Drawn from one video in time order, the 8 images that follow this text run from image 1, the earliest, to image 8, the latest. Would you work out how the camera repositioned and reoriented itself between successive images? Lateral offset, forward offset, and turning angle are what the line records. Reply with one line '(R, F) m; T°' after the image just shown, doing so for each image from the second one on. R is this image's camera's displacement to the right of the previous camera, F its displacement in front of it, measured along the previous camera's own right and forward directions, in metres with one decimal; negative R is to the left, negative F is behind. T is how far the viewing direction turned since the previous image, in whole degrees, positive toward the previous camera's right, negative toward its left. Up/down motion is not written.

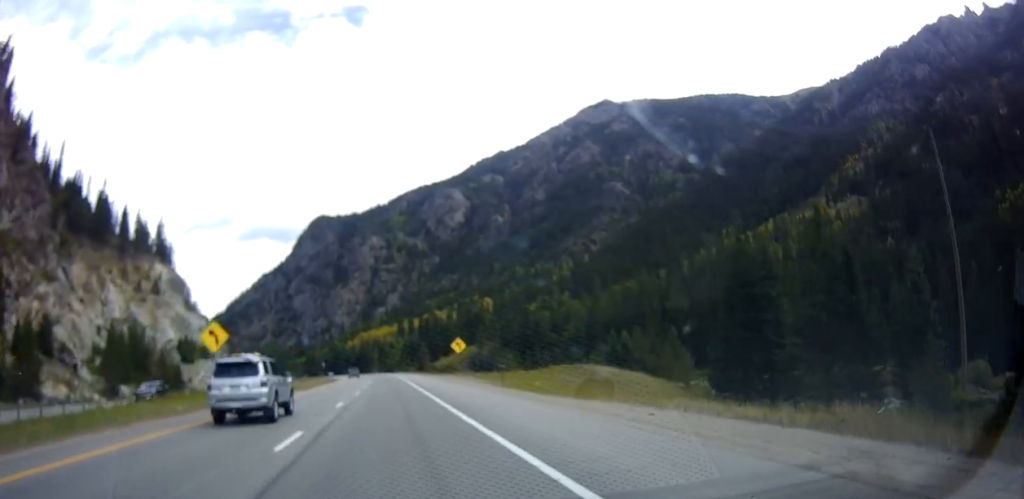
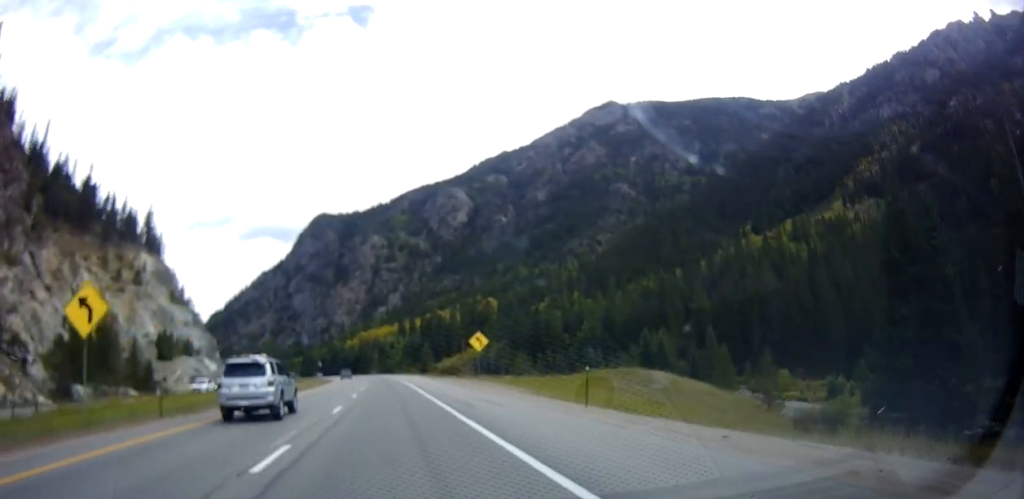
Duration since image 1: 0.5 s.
(0.0, +14.7) m; 0°
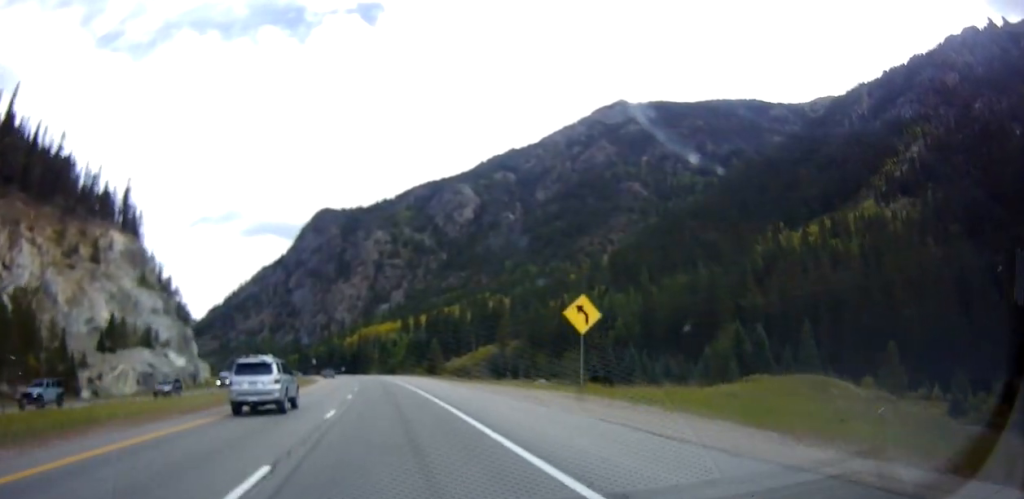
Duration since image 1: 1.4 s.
(+0.1, +26.9) m; 0°
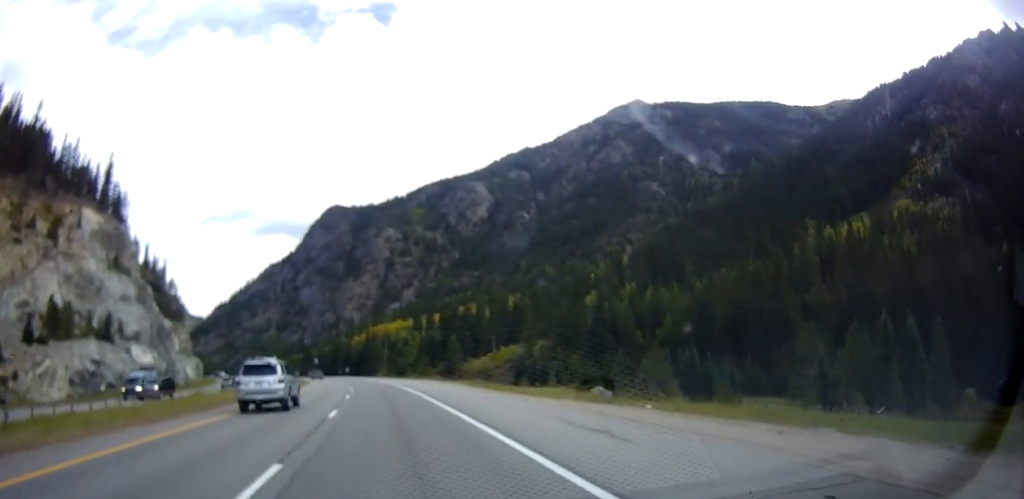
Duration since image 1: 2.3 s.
(+0.1, +24.0) m; 0°
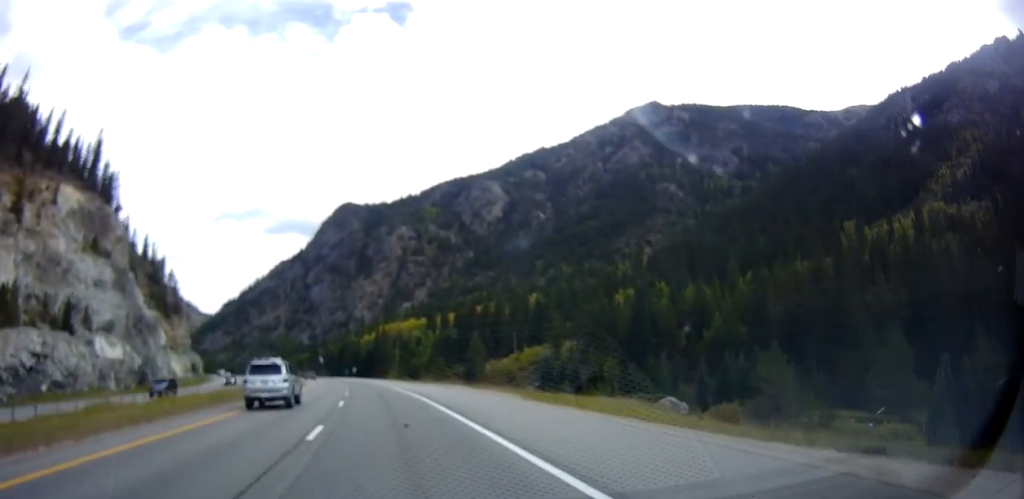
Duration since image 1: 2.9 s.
(-0.2, +17.6) m; 0°
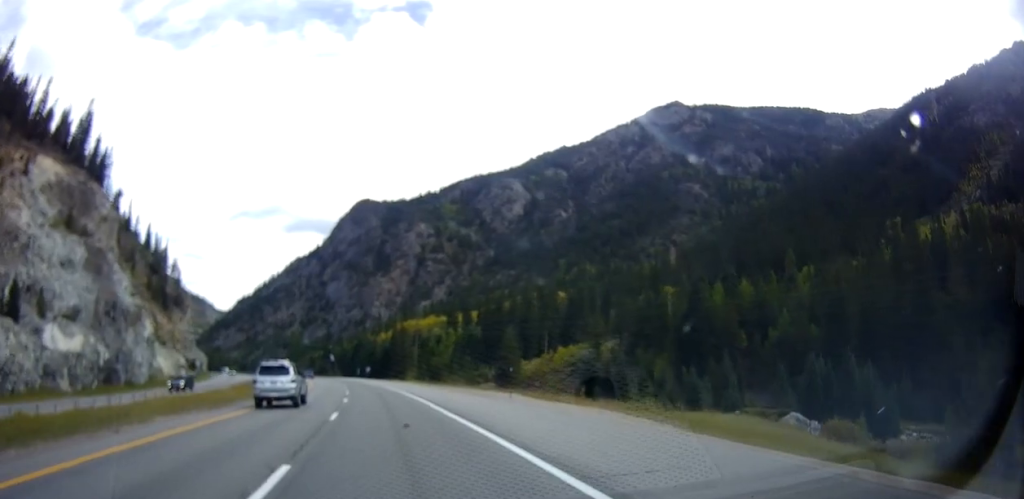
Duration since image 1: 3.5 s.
(-0.1, +18.6) m; -1°
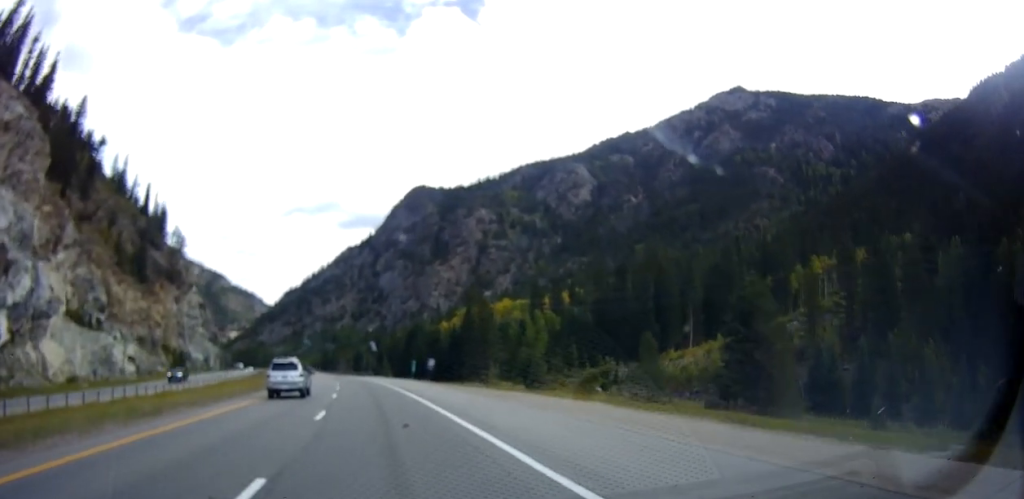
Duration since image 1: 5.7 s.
(-1.1, +61.4) m; -3°
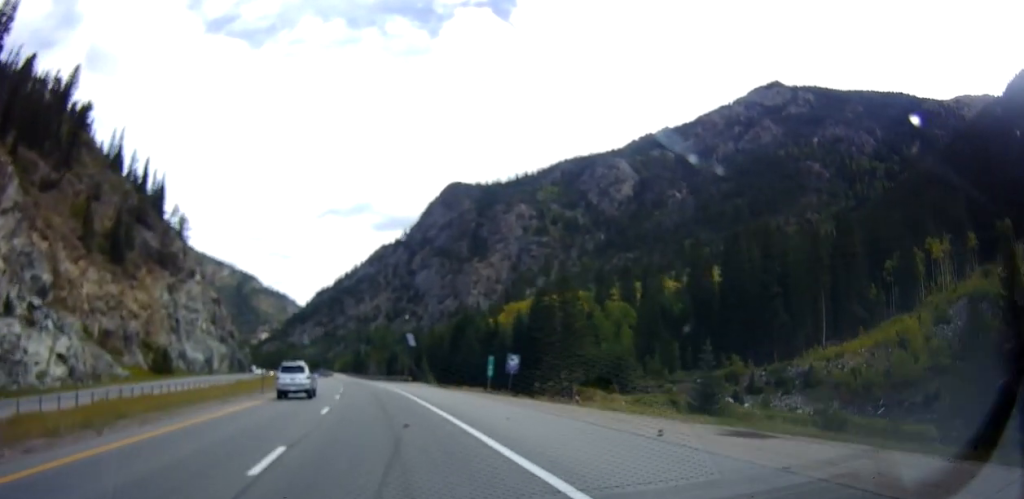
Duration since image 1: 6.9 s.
(-0.9, +32.4) m; -4°
